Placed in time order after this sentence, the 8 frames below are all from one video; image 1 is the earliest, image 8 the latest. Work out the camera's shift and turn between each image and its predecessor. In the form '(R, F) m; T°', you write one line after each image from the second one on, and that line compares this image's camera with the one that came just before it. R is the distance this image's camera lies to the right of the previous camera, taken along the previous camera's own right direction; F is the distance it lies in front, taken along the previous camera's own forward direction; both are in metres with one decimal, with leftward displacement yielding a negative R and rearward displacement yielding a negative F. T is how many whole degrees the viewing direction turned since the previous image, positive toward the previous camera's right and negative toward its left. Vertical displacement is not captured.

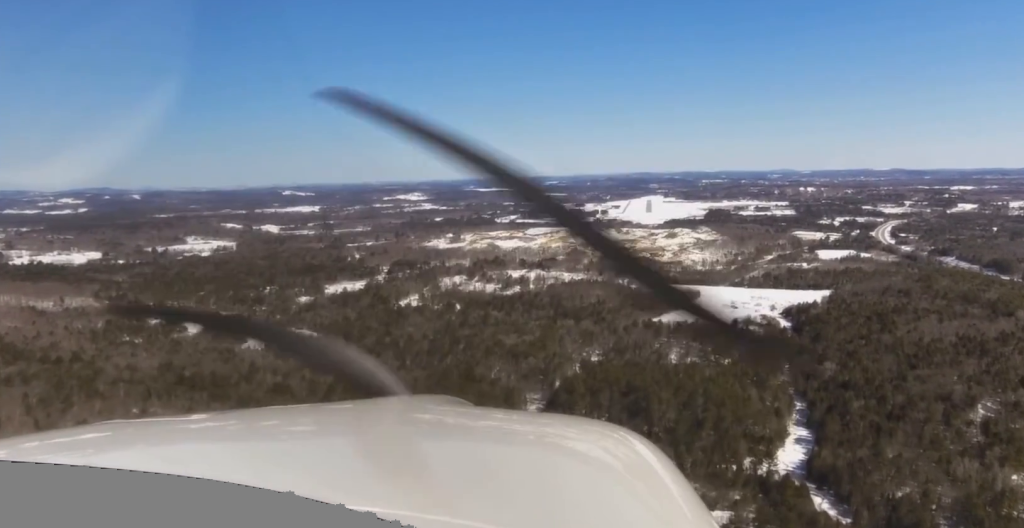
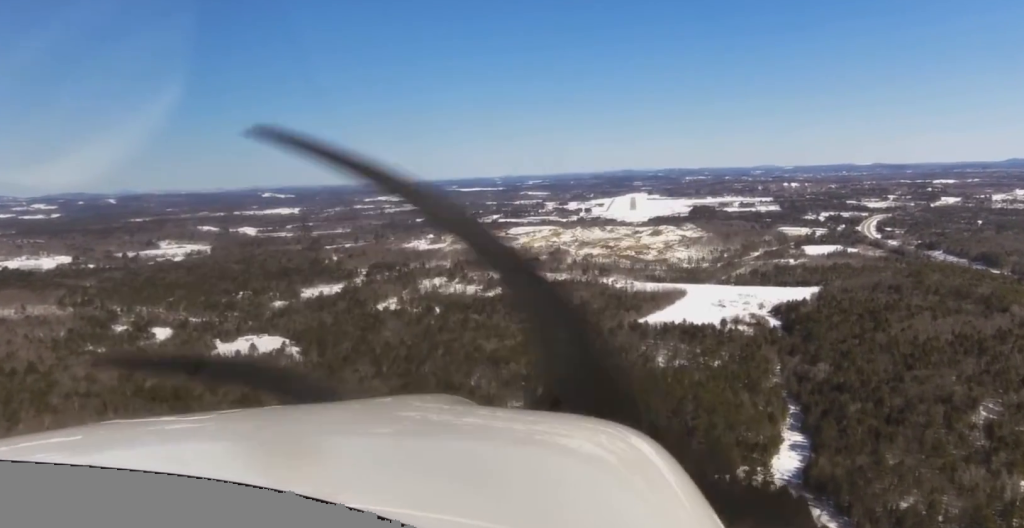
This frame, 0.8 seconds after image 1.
(+0.2, +31.4) m; -1°
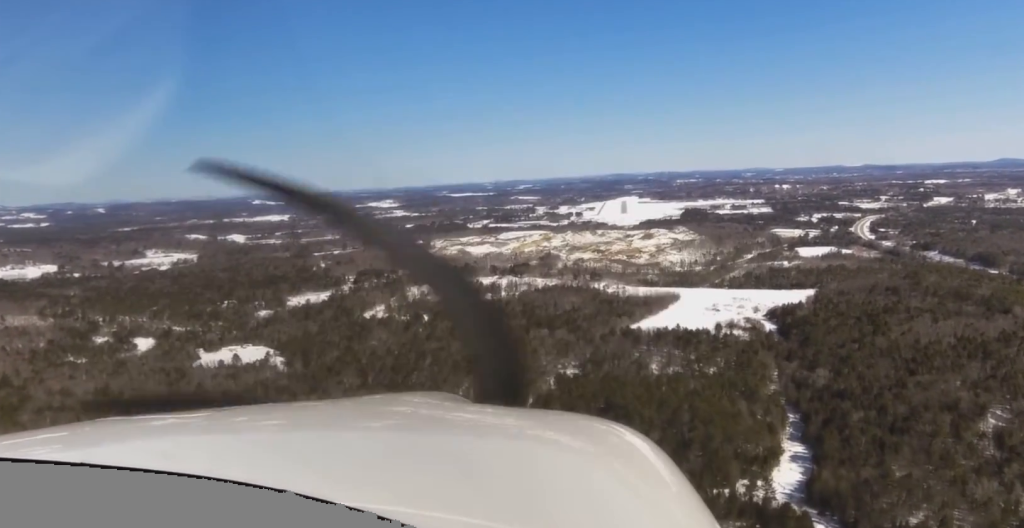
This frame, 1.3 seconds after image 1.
(-0.6, +21.9) m; 0°
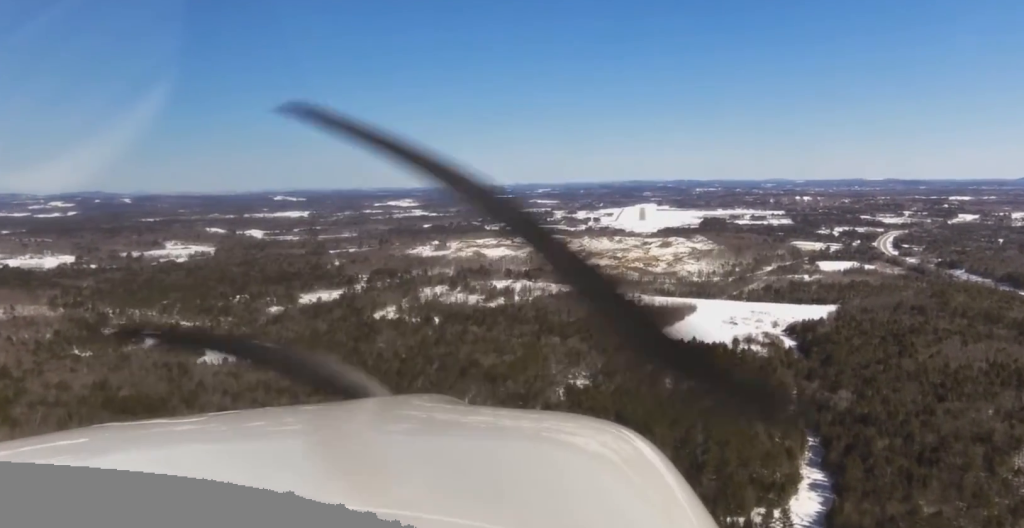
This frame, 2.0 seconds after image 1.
(-0.3, +27.4) m; 0°
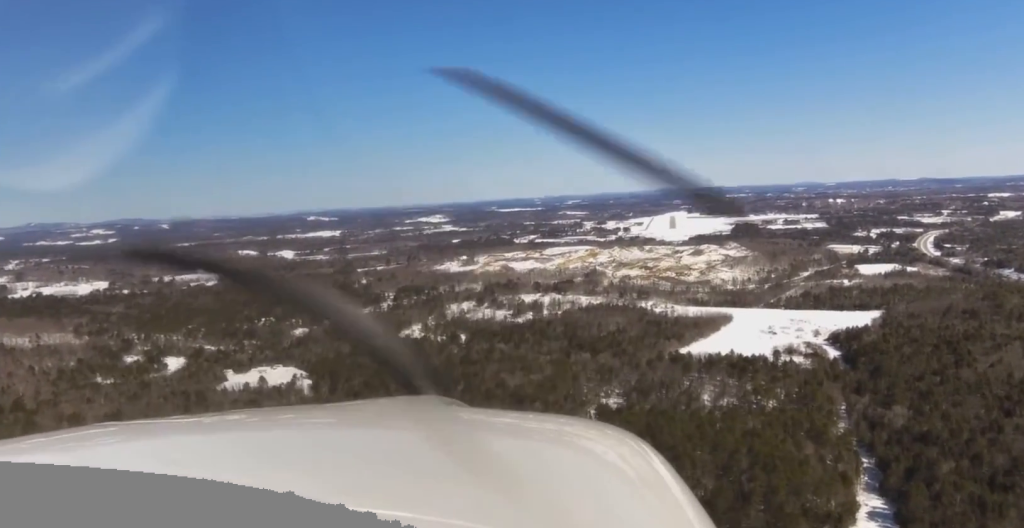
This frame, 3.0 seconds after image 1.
(+0.3, +40.9) m; +1°
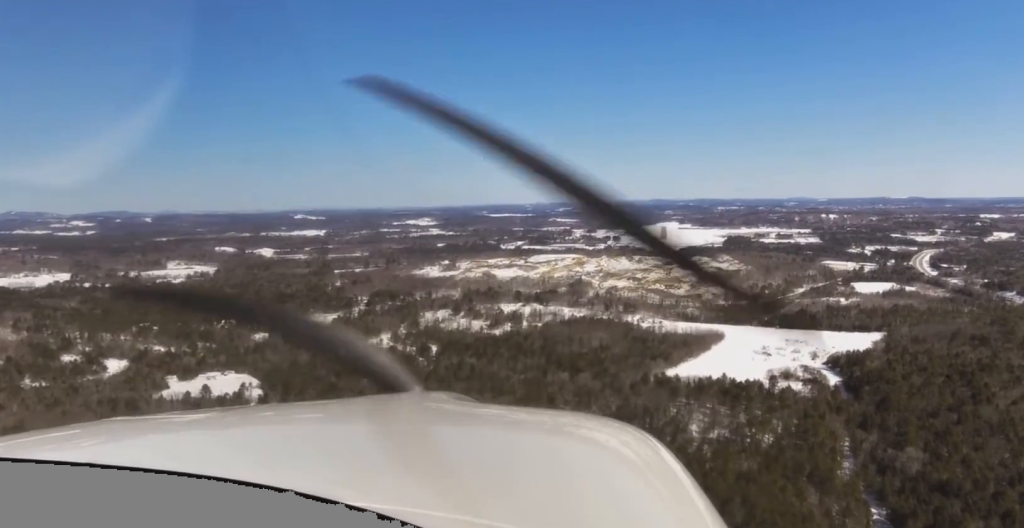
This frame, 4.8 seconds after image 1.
(-0.6, +74.0) m; 0°
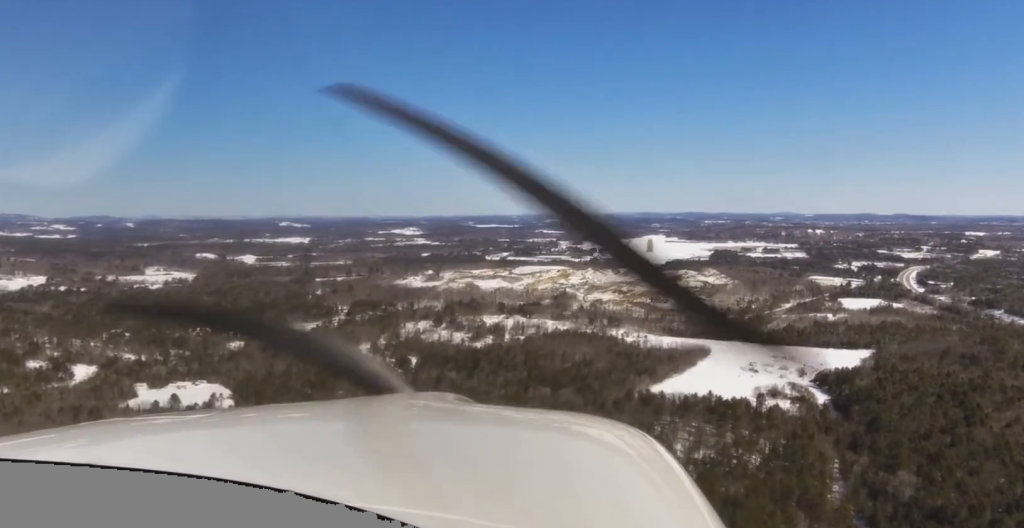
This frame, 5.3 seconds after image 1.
(+0.5, +20.2) m; 0°
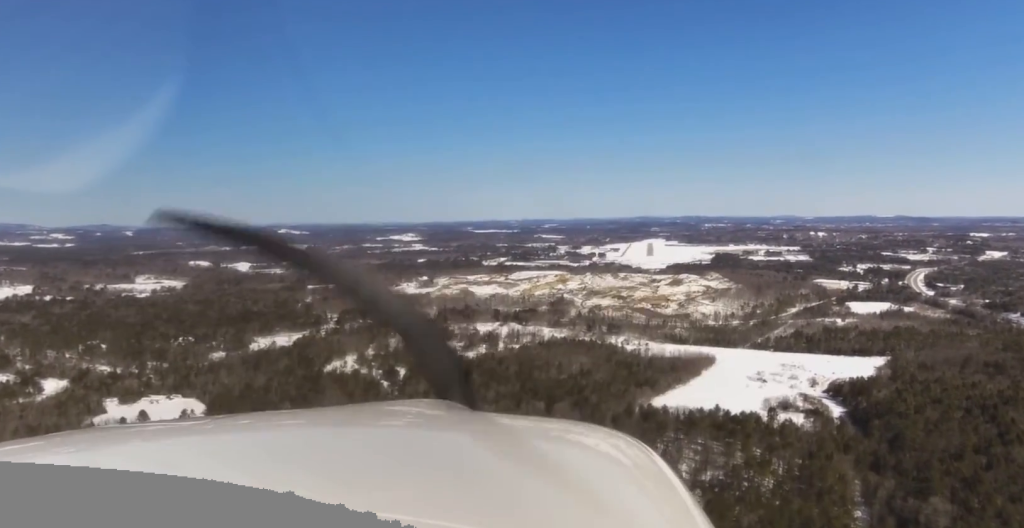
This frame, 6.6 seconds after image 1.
(-0.5, +53.6) m; -1°
